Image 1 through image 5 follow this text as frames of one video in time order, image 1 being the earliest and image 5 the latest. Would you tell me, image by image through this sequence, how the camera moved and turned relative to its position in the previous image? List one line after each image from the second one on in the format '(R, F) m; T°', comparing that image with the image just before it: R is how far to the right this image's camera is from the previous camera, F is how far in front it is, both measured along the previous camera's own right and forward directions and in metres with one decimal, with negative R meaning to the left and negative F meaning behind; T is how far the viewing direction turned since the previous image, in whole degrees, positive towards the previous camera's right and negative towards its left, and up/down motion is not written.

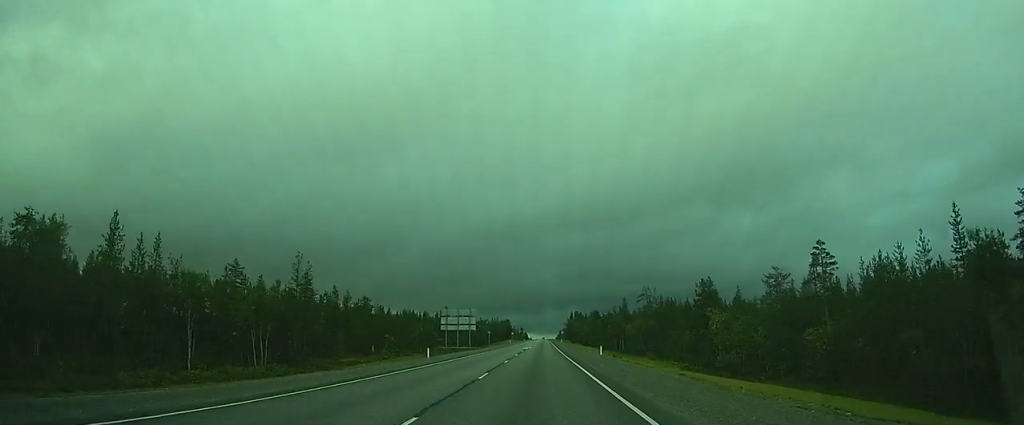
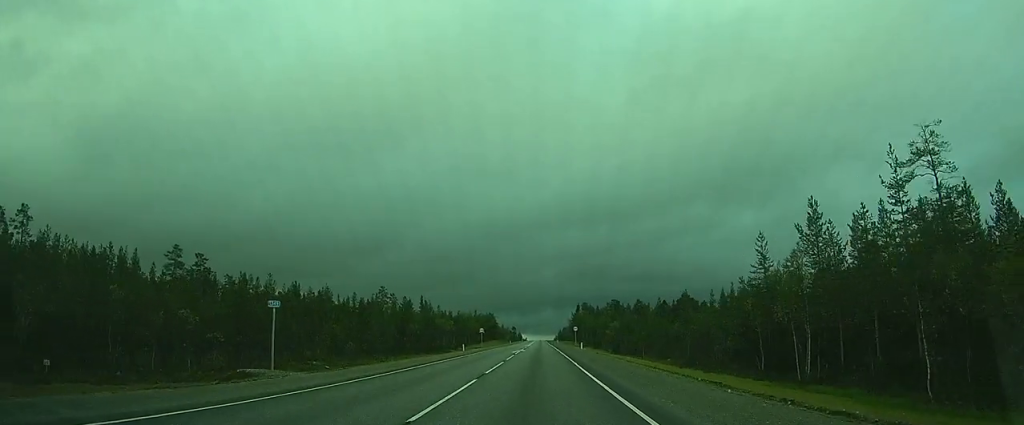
(-0.1, +79.9) m; -1°
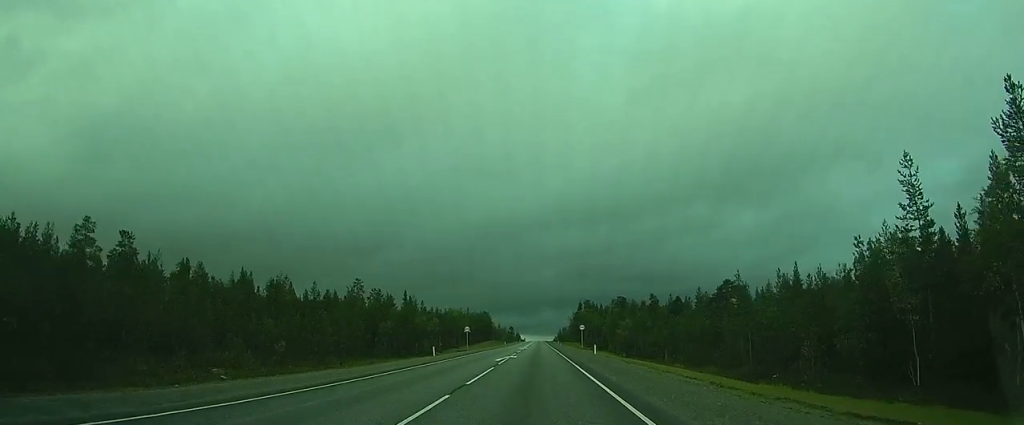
(0.0, +16.8) m; 0°
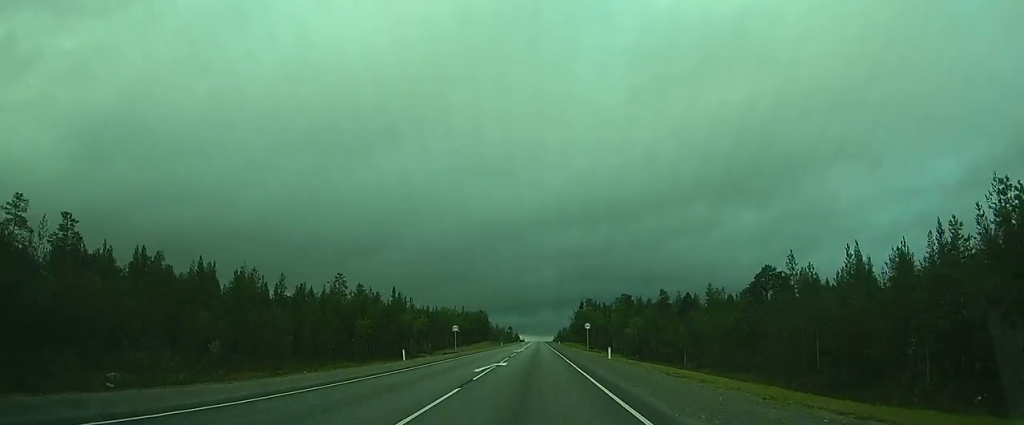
(0.0, +9.9) m; 0°
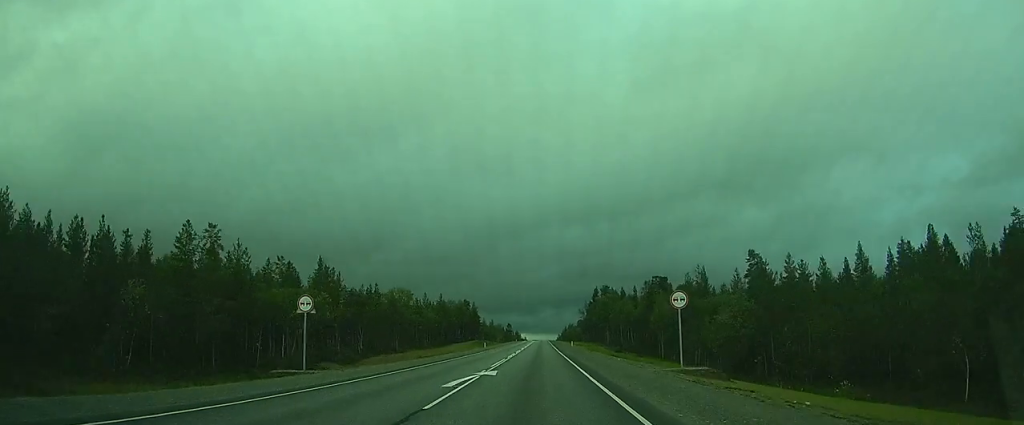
(0.0, +43.0) m; 0°
